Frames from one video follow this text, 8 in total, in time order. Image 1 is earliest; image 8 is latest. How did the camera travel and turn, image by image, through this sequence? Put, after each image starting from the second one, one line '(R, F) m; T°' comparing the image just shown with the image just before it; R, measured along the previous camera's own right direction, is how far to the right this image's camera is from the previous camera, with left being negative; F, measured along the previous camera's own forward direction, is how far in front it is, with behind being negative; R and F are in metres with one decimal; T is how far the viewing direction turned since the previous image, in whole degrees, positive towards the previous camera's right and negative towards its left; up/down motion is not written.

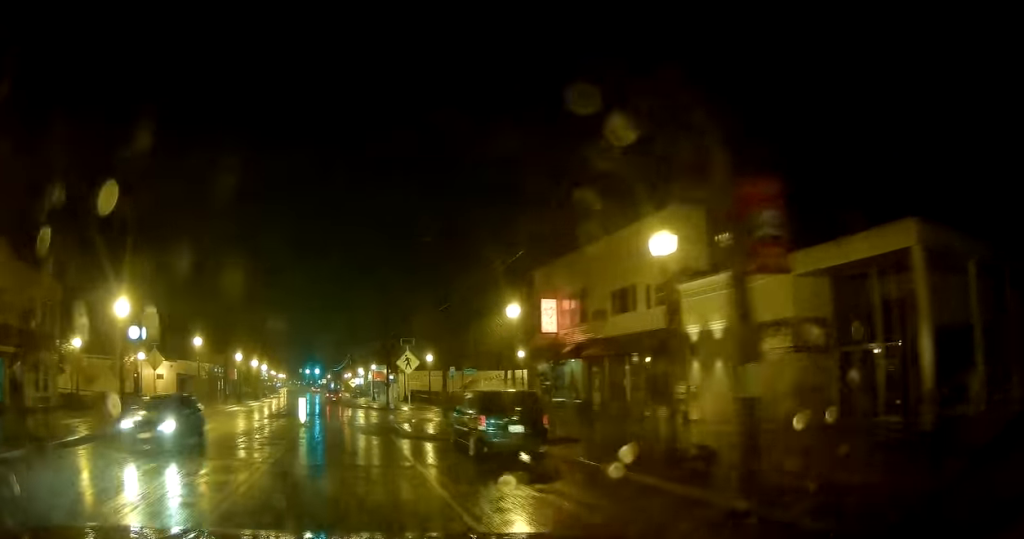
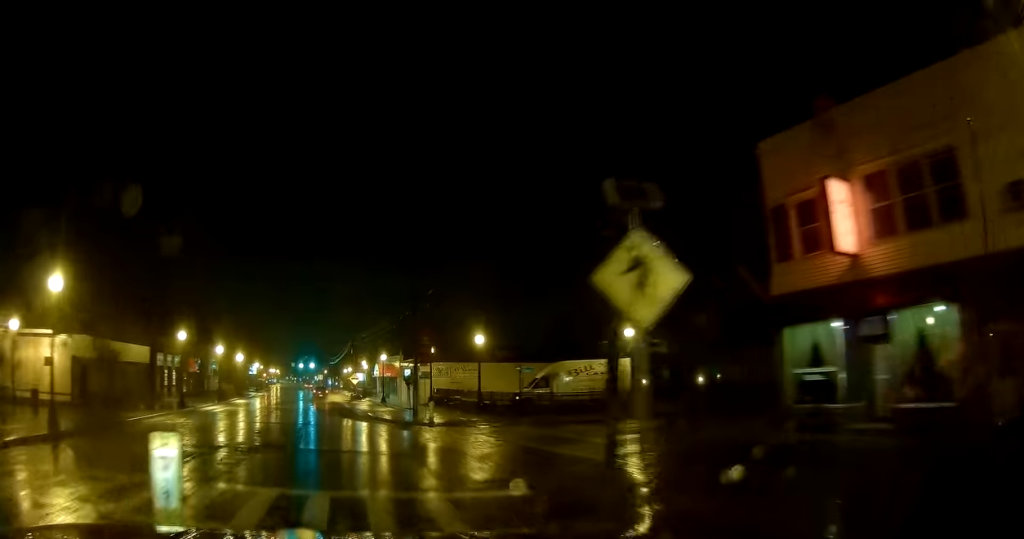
(-0.1, +20.9) m; 0°
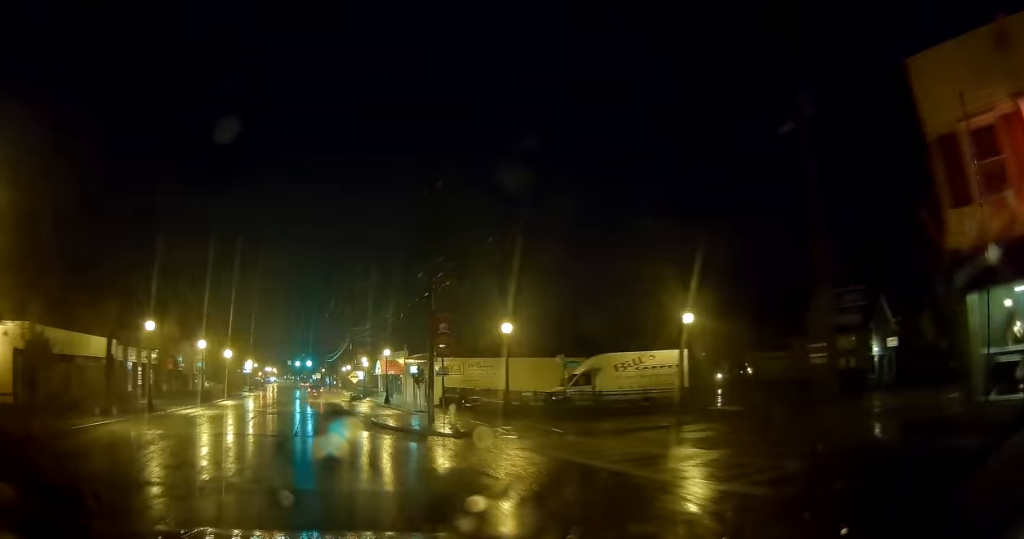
(0.0, +6.4) m; 0°
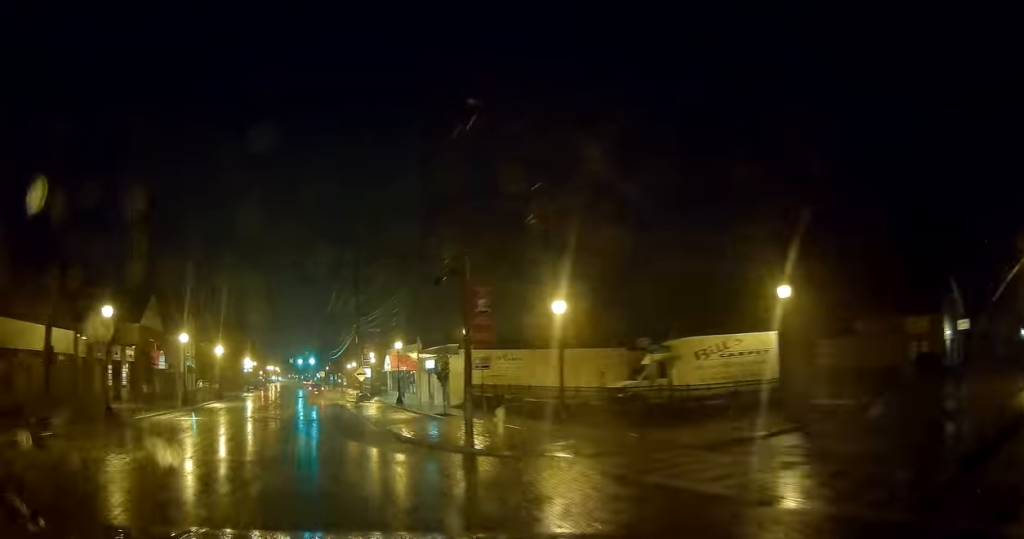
(+0.1, +6.7) m; -1°
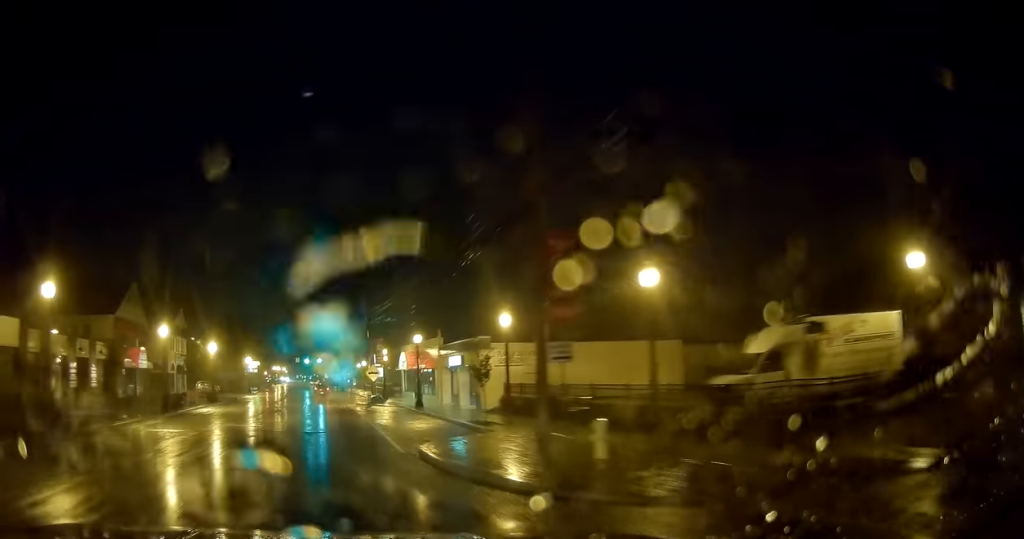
(0.0, +6.4) m; -1°
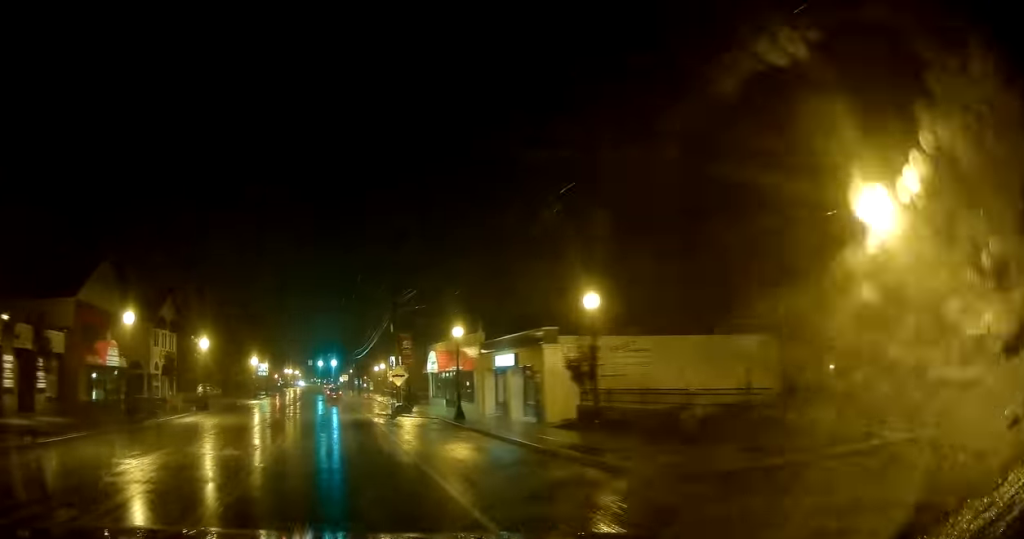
(-0.3, +8.0) m; -2°
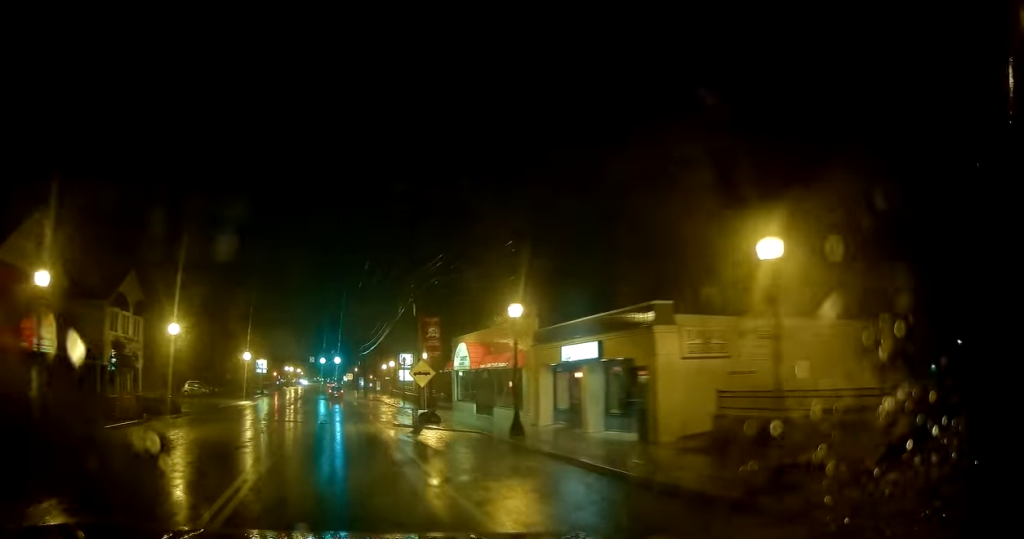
(0.0, +8.4) m; +1°
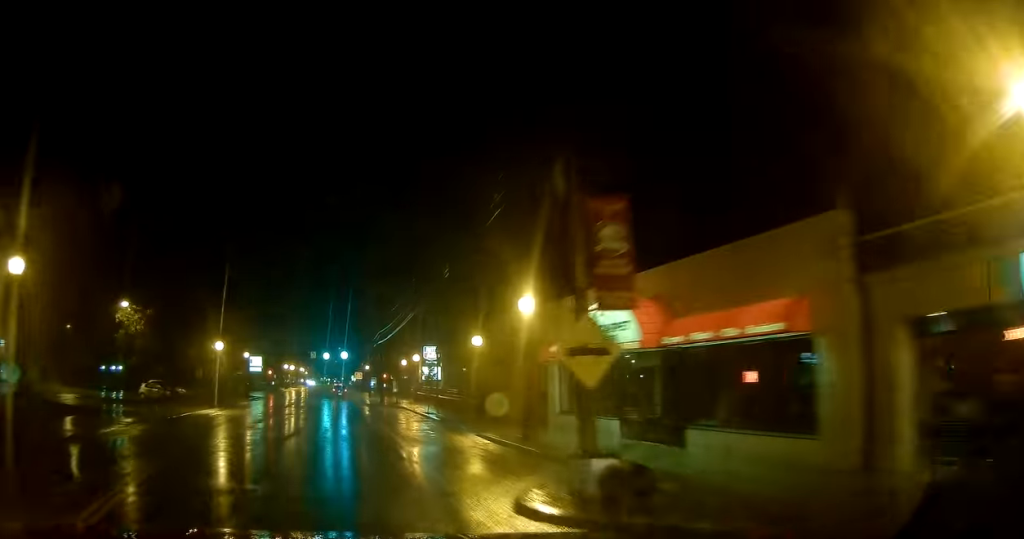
(+0.2, +18.2) m; 0°
